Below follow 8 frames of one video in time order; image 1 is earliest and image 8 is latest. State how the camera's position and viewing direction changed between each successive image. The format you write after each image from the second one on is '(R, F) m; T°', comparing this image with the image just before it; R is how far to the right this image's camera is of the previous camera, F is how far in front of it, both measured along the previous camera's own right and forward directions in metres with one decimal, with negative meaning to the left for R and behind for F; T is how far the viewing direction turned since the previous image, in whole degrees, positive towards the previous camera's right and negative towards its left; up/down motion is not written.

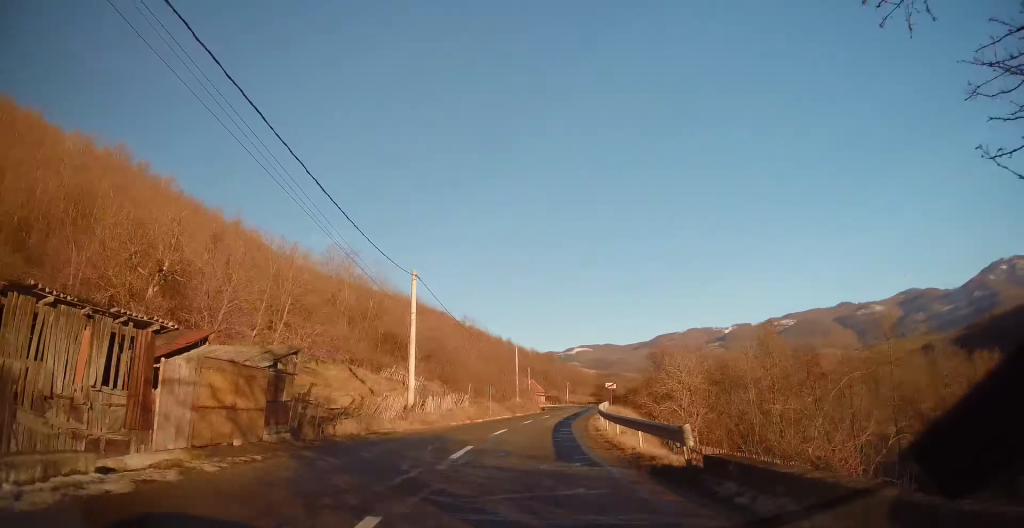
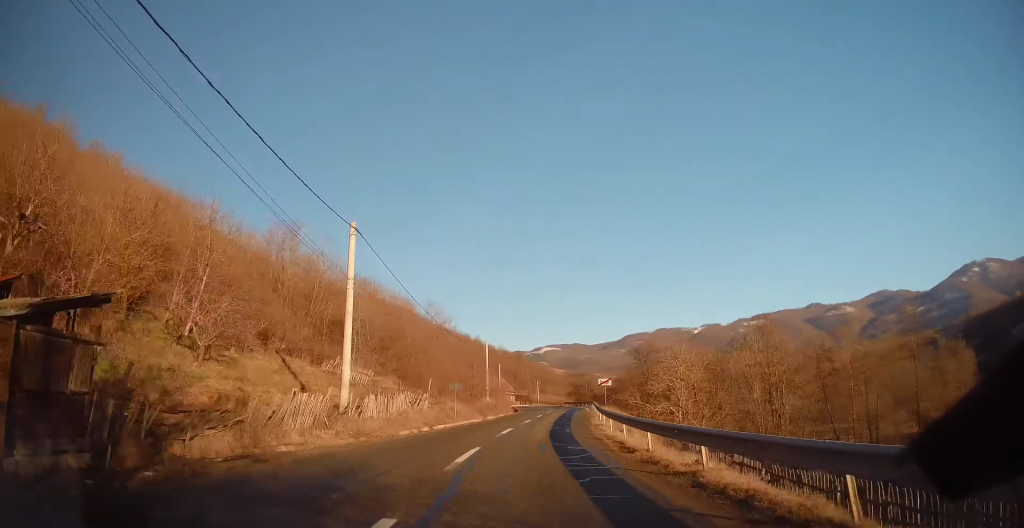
(+0.1, +8.6) m; +2°
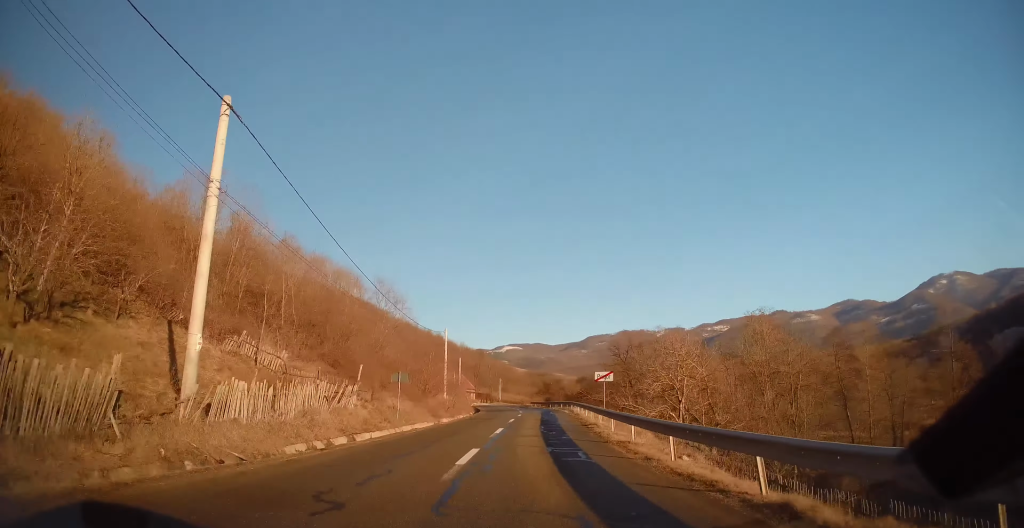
(-0.2, +10.0) m; +3°
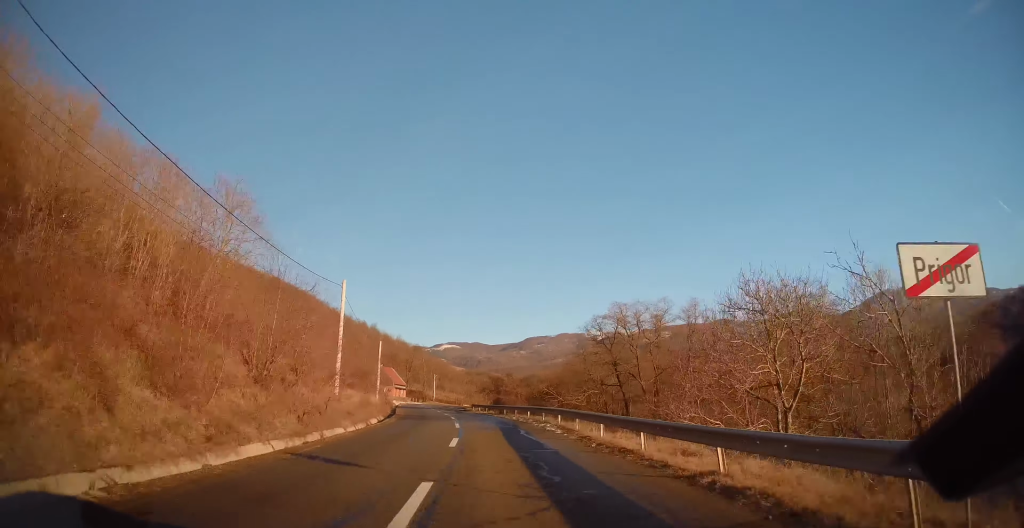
(+1.8, +23.2) m; +6°
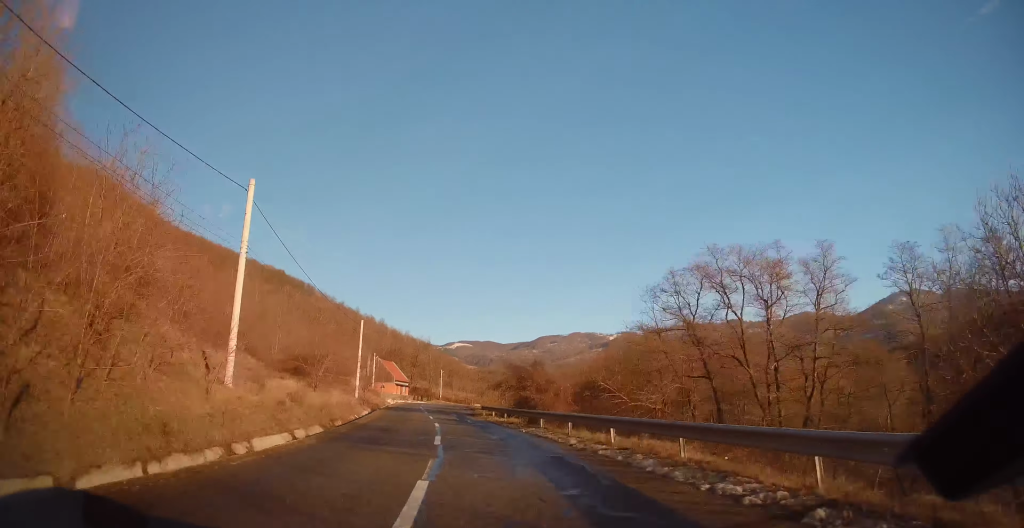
(0.0, +18.5) m; -3°
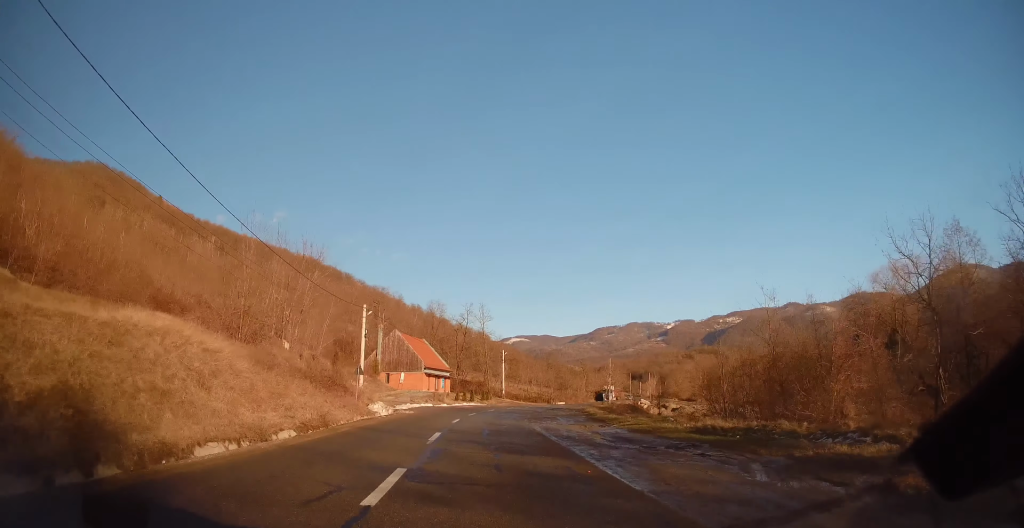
(-3.0, +52.3) m; -2°
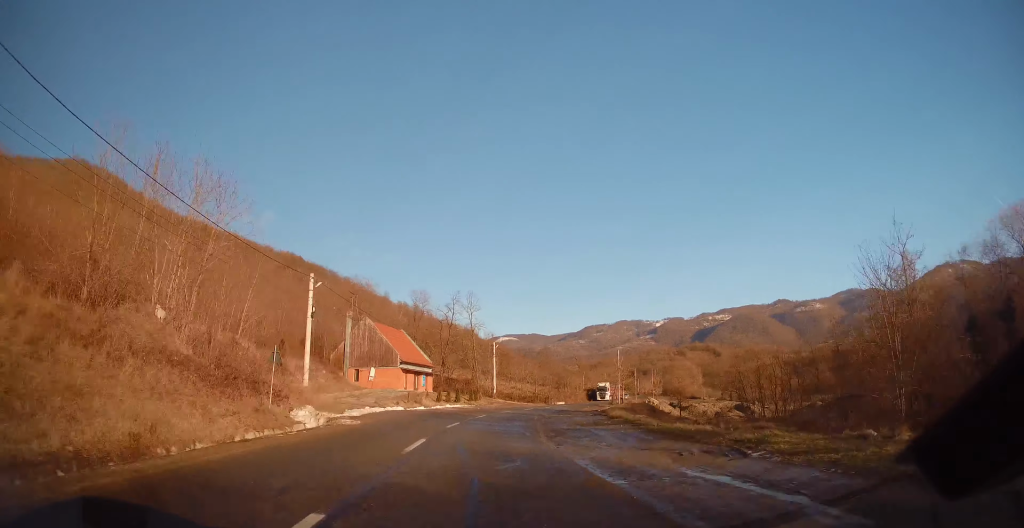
(+0.2, +11.0) m; +1°
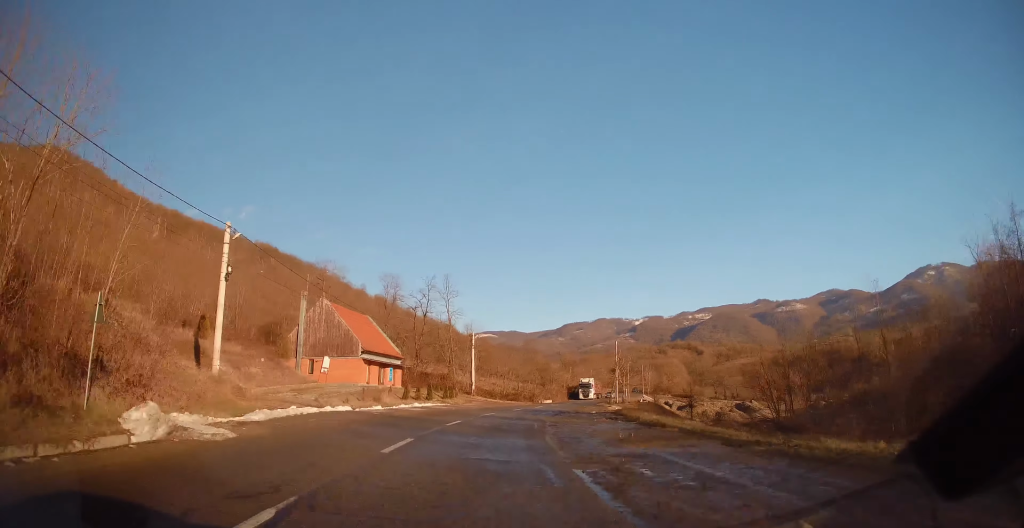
(+0.1, +8.9) m; +1°
